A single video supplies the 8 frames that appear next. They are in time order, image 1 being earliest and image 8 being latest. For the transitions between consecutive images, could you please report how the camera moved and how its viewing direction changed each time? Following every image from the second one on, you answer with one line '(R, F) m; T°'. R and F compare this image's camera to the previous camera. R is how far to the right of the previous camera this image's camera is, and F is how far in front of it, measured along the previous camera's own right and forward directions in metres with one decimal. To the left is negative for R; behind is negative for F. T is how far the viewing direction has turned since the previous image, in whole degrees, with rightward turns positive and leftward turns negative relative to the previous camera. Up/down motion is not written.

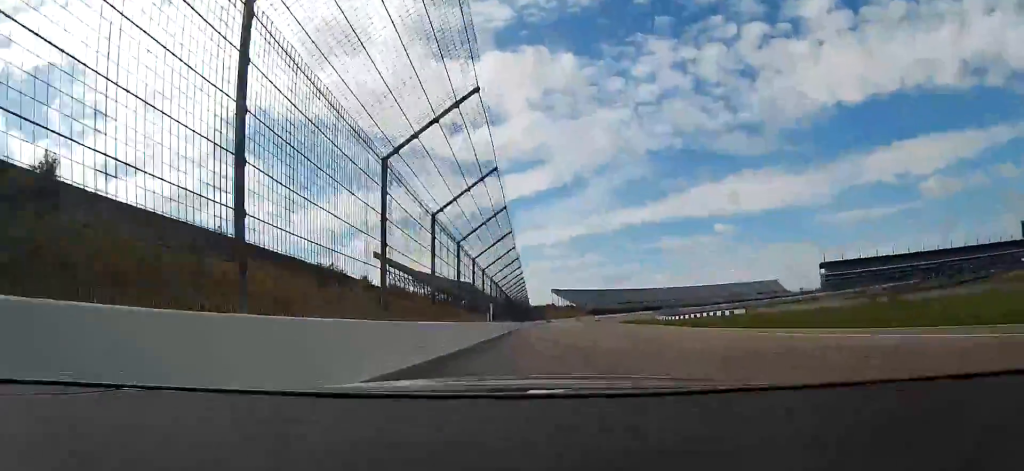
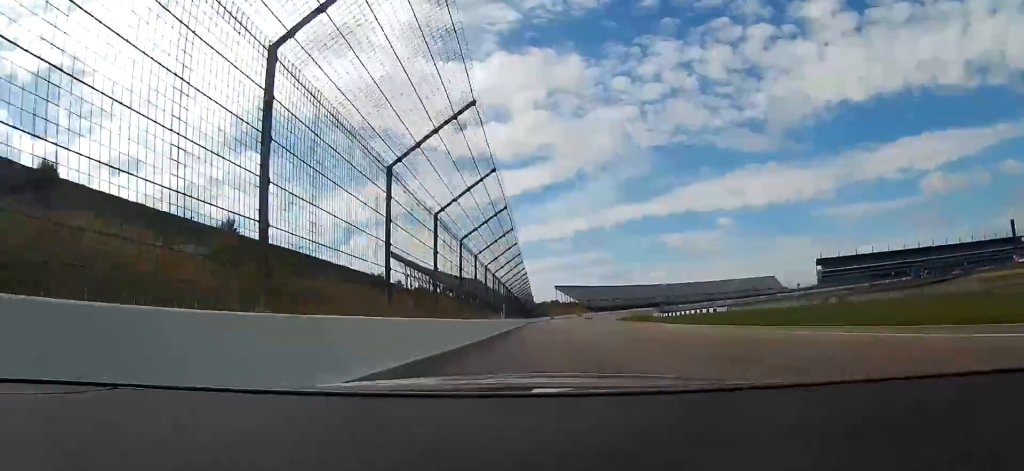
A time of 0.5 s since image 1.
(0.0, +15.0) m; -2°
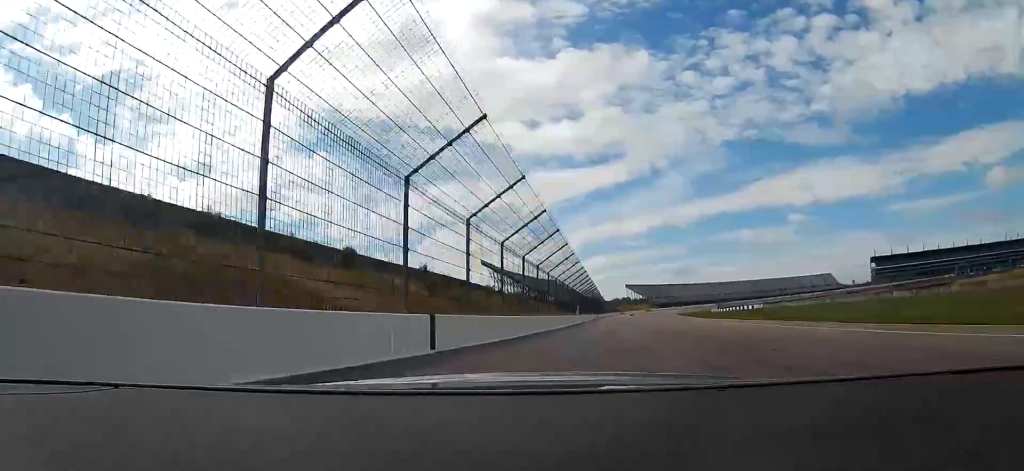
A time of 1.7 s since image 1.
(-1.4, +30.0) m; -10°
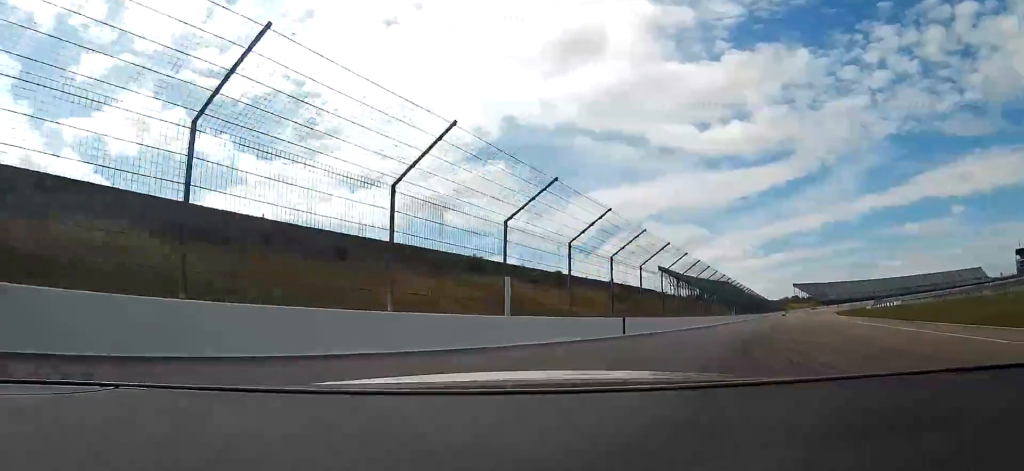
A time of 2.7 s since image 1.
(-2.7, +21.7) m; -18°
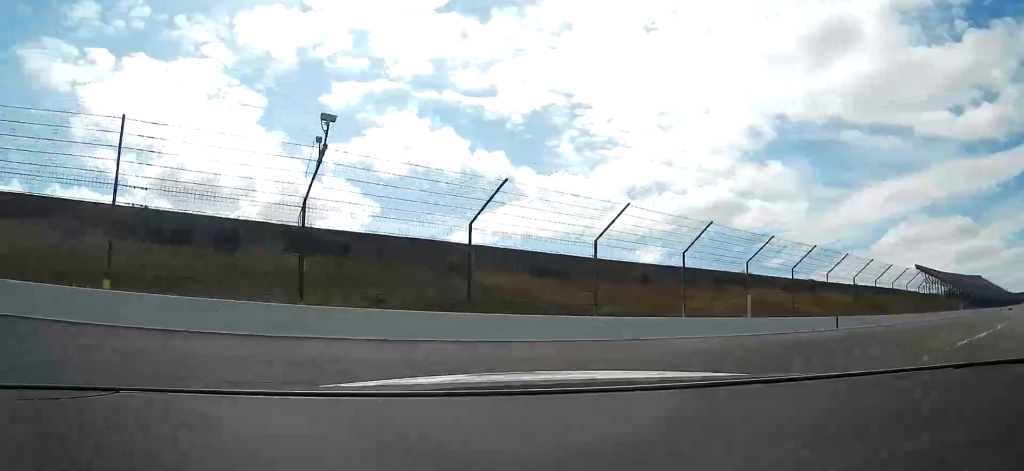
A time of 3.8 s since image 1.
(-3.4, +18.5) m; -24°
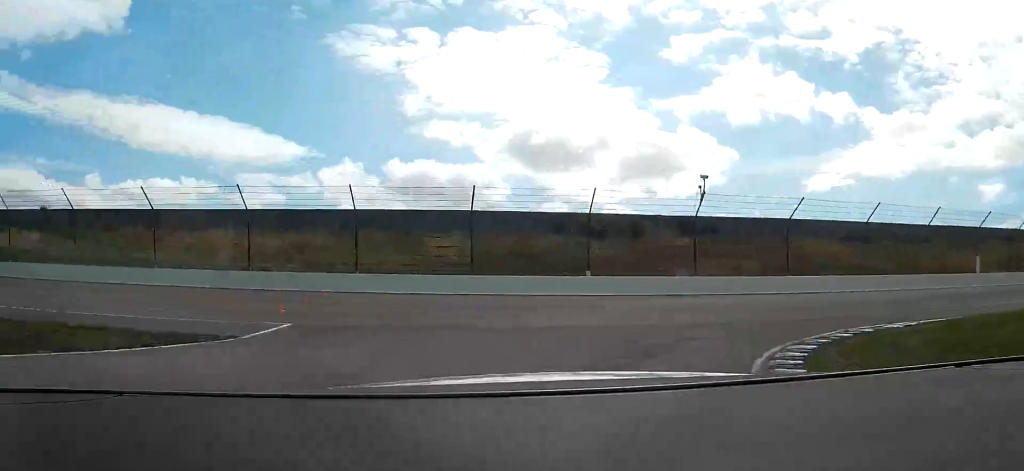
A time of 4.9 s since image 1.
(-4.8, +18.8) m; -33°
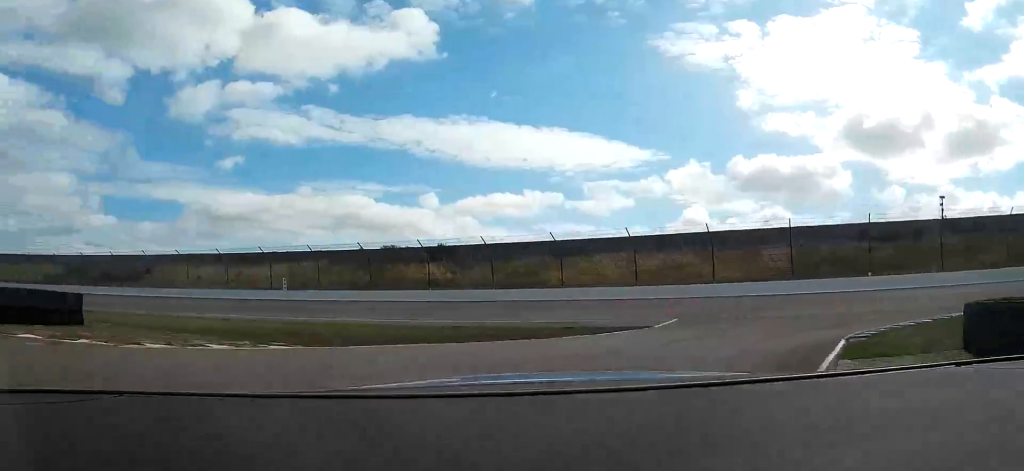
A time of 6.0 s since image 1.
(-5.1, +16.1) m; -34°
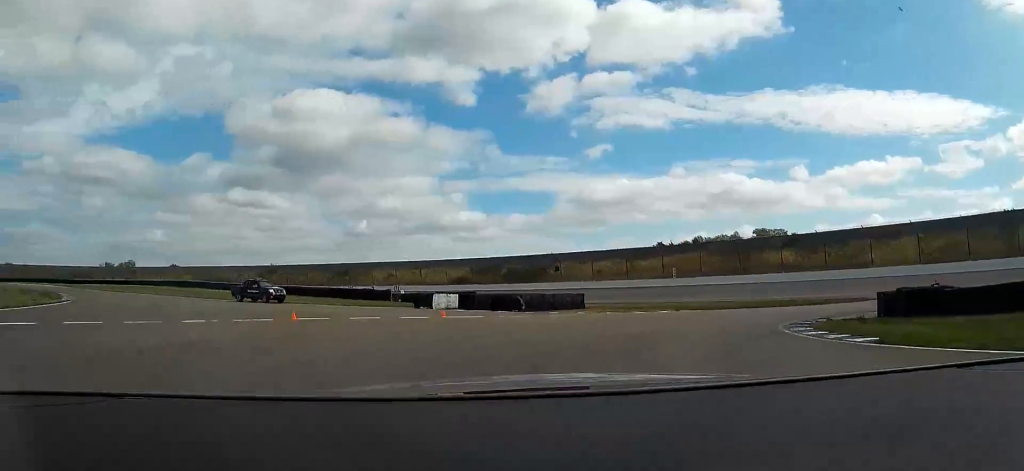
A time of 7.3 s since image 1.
(-8.5, +21.2) m; -36°
